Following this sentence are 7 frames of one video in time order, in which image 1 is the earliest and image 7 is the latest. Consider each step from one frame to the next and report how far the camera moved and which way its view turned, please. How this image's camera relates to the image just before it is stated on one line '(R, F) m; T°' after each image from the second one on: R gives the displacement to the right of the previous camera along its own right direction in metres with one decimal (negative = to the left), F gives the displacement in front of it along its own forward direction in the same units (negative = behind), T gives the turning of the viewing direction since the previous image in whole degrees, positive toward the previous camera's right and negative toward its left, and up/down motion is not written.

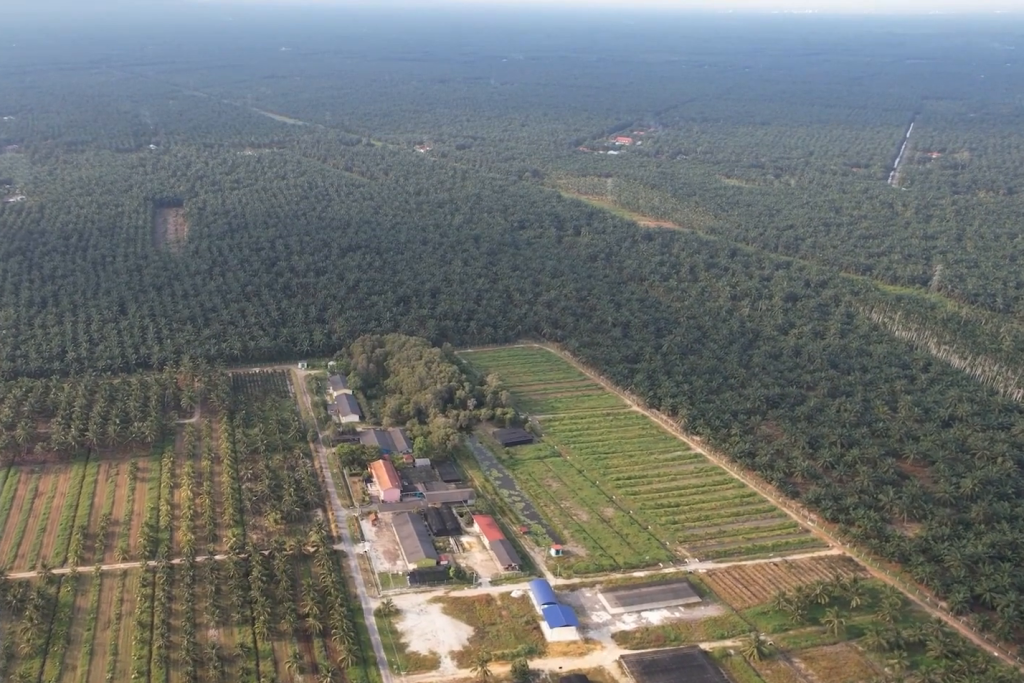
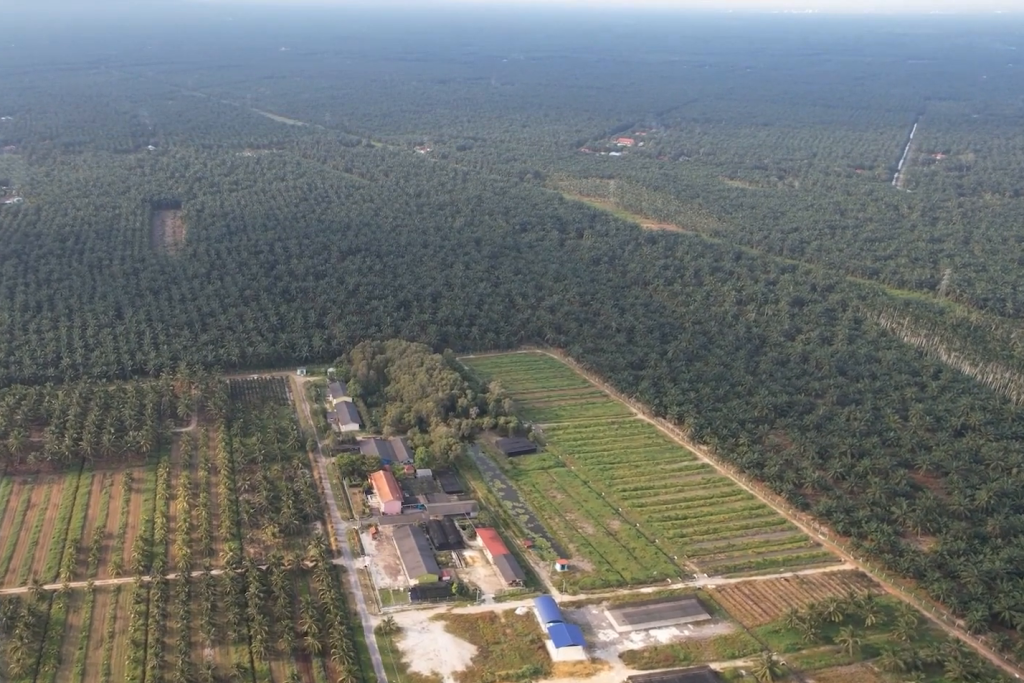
(0.0, +14.3) m; 0°
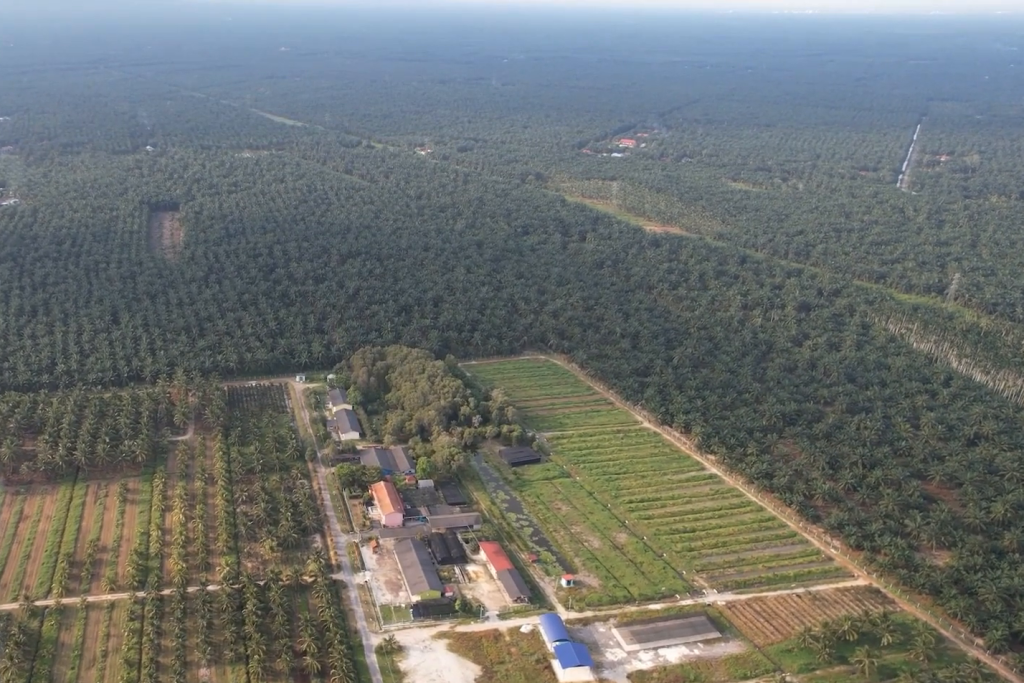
(0.0, +10.6) m; 0°
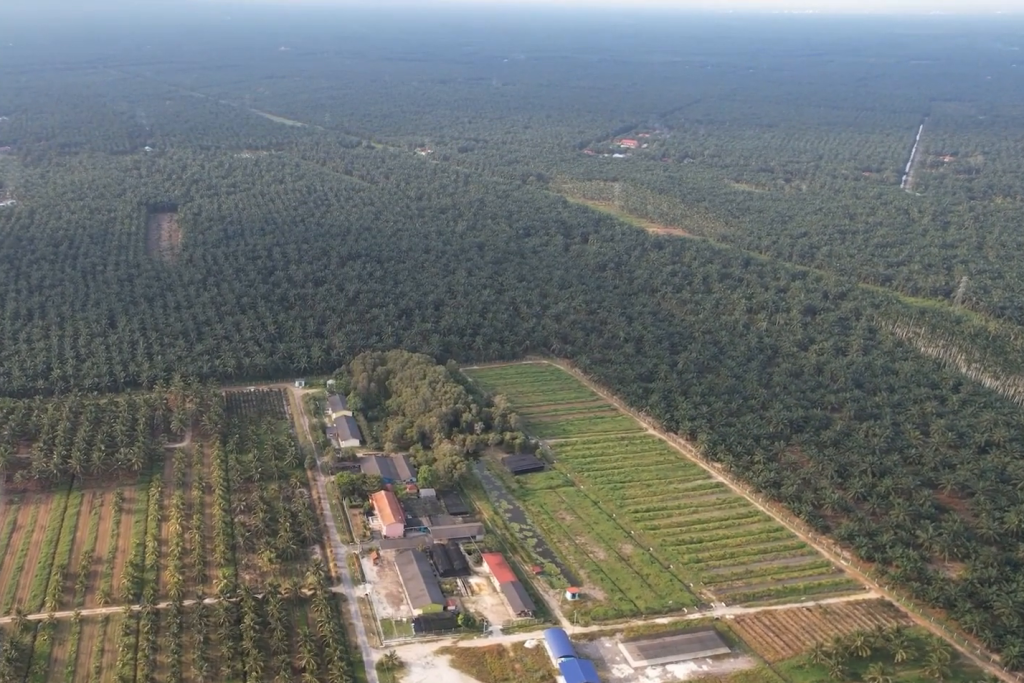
(0.0, +8.1) m; 0°
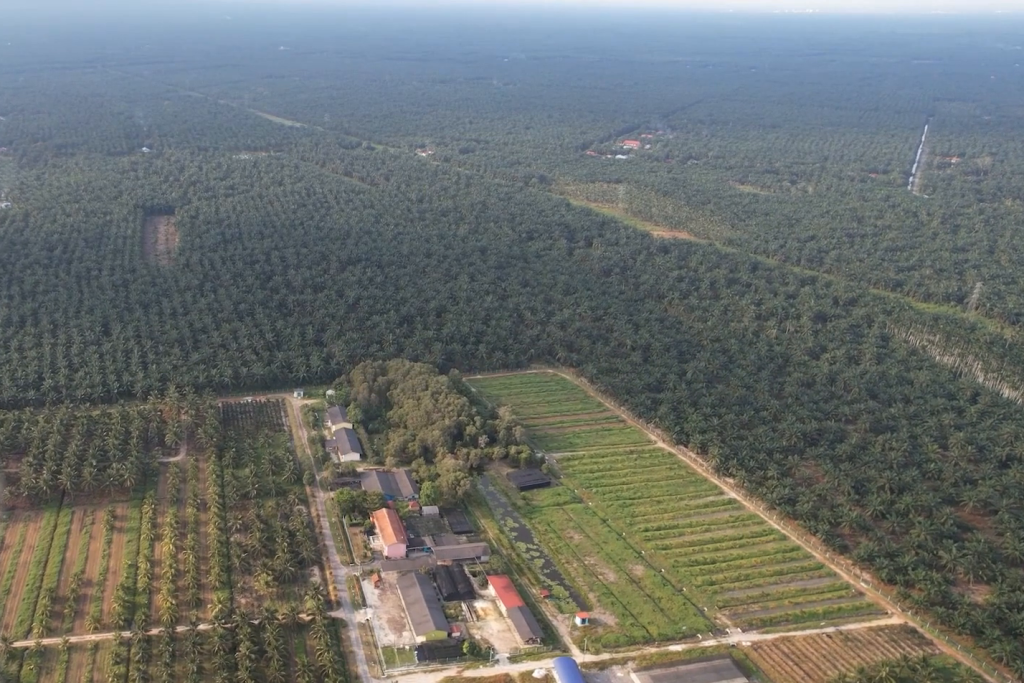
(0.0, +12.8) m; 0°
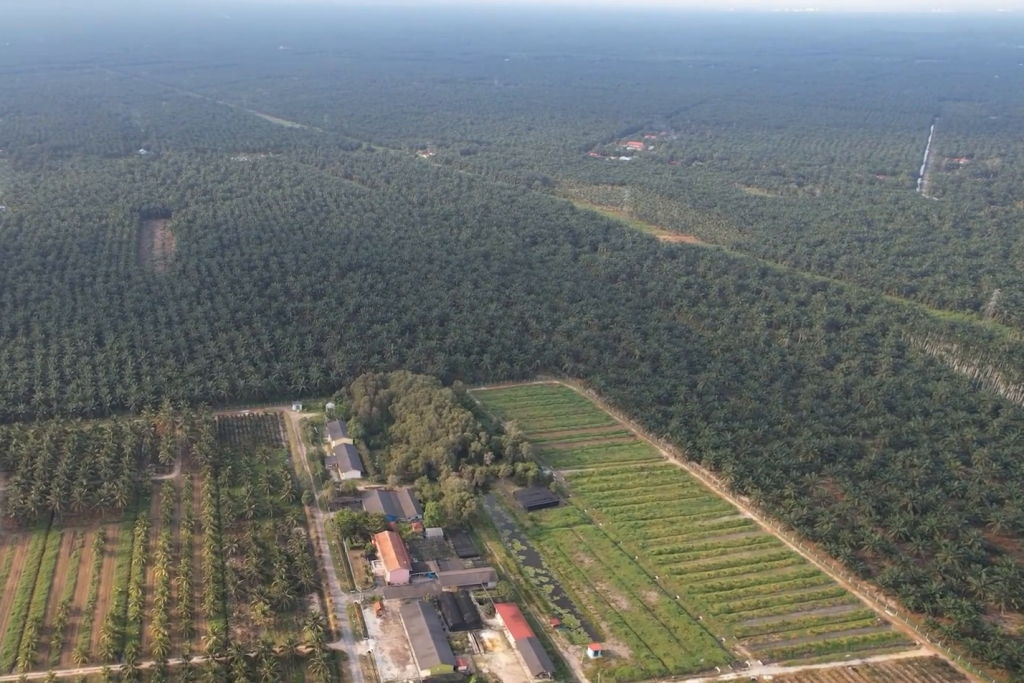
(0.0, +18.5) m; 0°
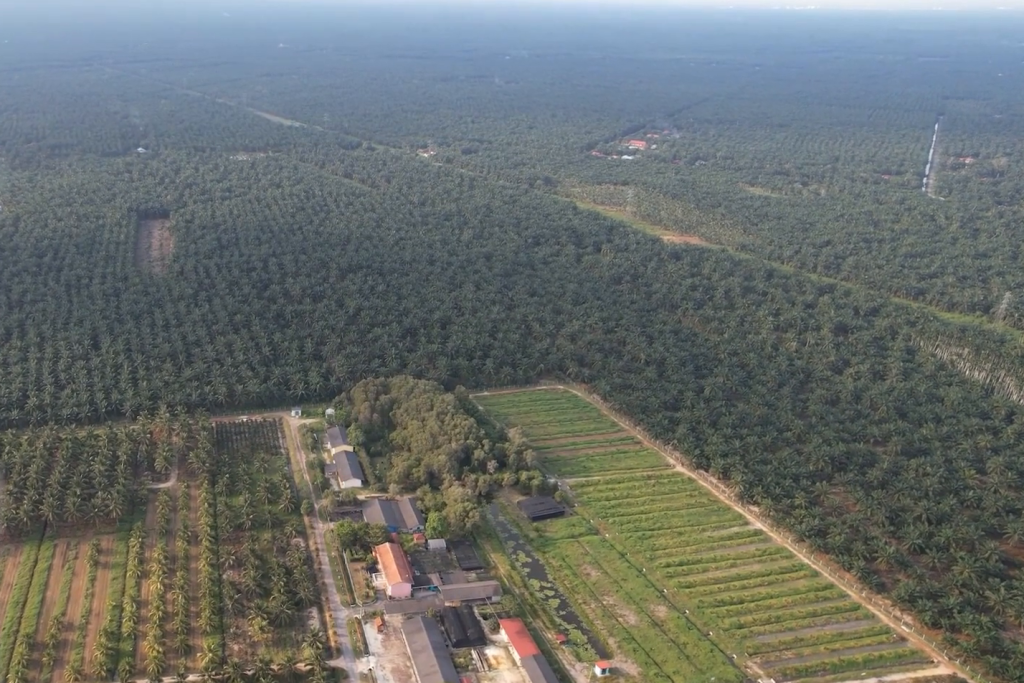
(0.0, +11.7) m; 0°
